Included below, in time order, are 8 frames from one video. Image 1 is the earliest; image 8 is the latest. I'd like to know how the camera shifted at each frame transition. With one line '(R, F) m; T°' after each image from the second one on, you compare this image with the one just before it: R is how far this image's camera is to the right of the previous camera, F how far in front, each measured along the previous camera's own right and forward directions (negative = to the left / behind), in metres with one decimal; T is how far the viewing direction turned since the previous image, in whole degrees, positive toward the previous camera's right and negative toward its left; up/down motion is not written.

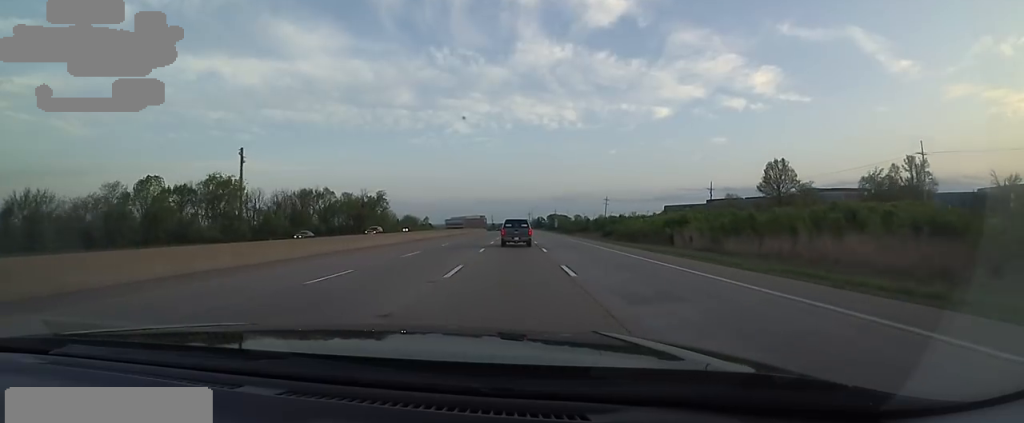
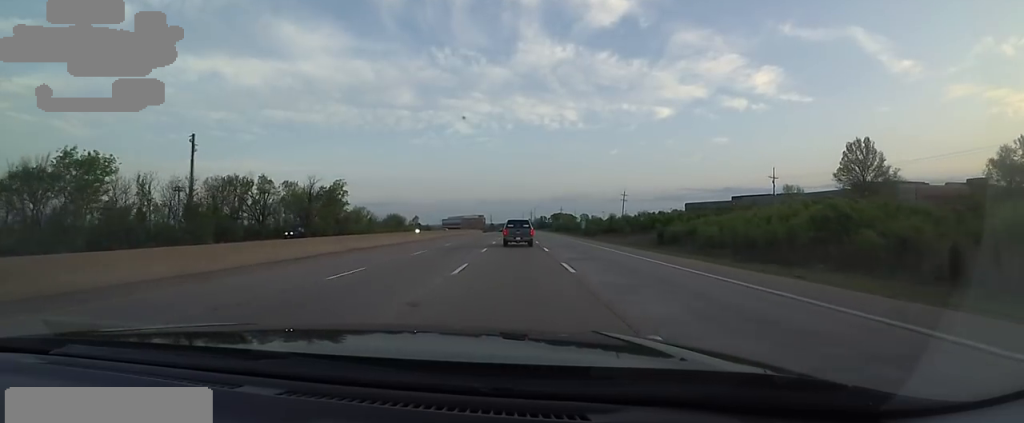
(+0.3, +35.0) m; +1°
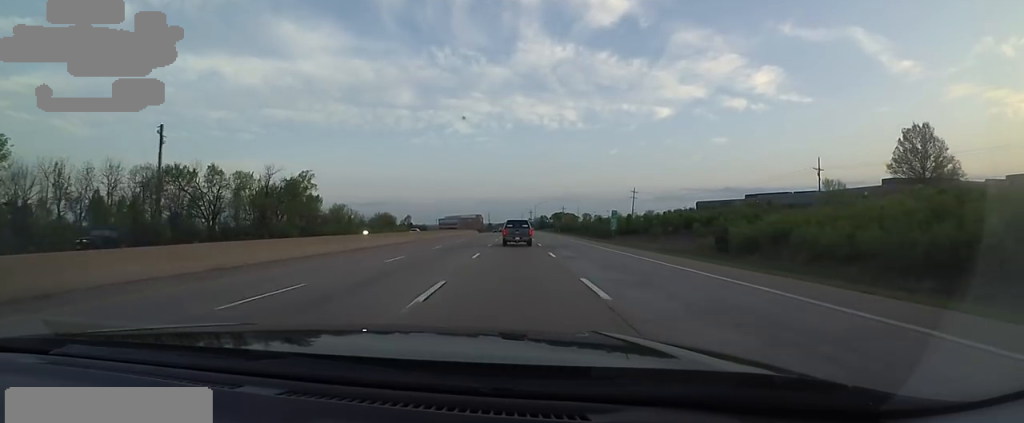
(+0.2, +17.6) m; 0°
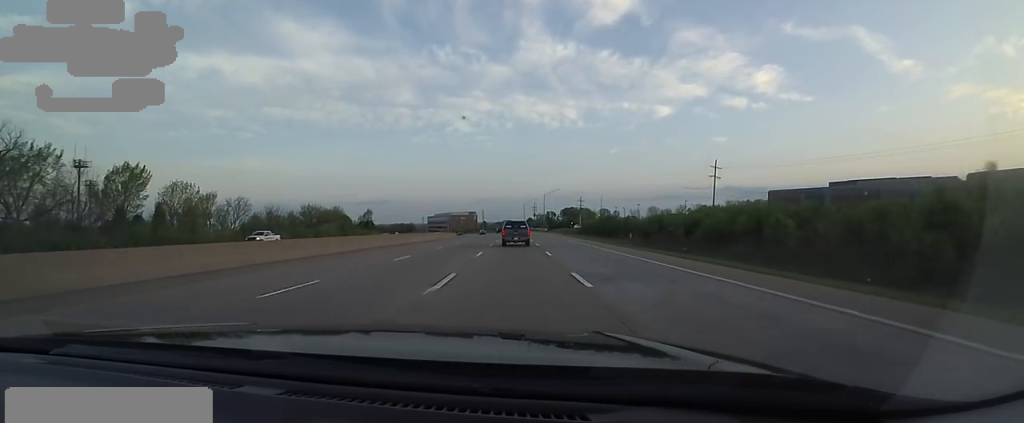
(-1.8, +72.0) m; -2°
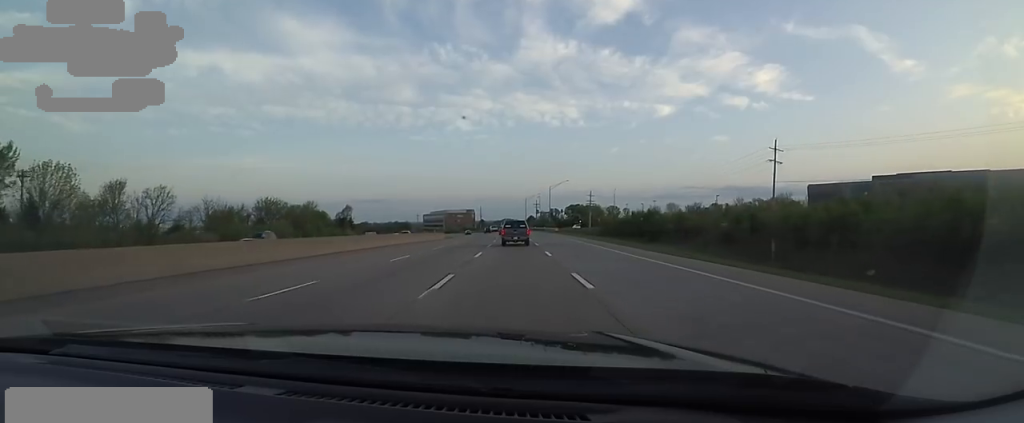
(-0.1, +25.1) m; 0°
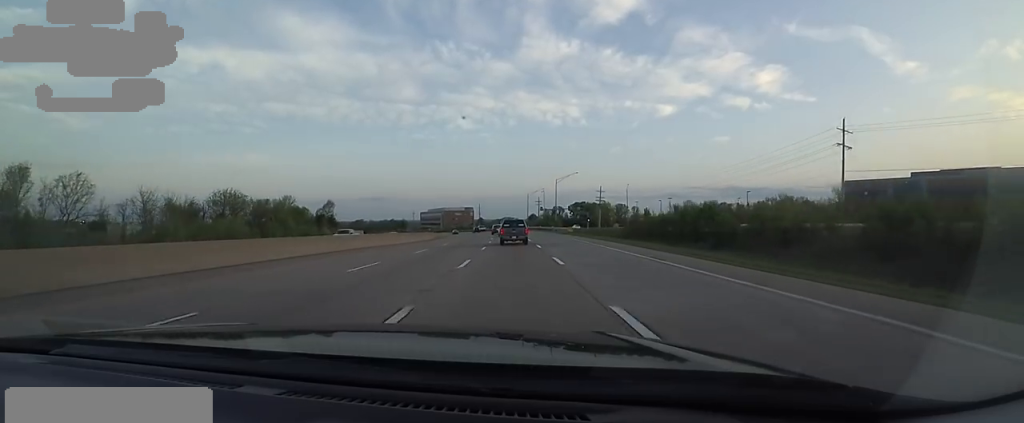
(-0.1, +18.1) m; 0°
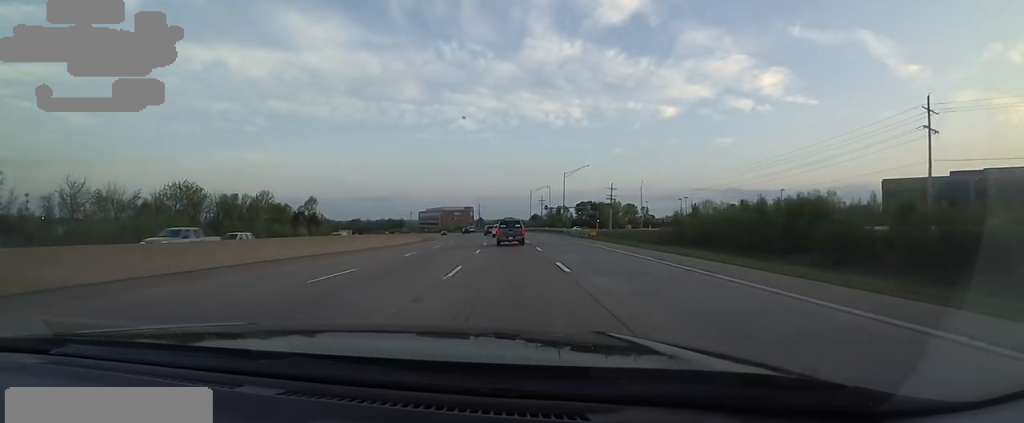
(+0.3, +15.0) m; +1°
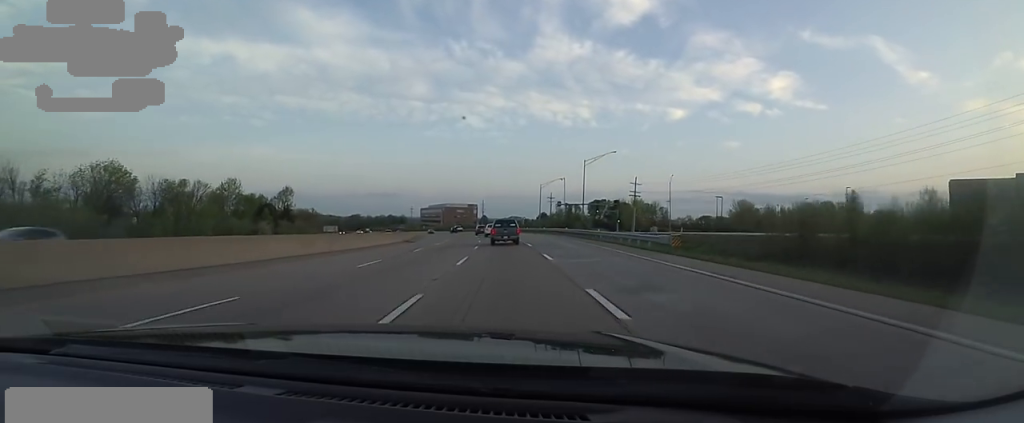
(+0.2, +19.6) m; -1°
